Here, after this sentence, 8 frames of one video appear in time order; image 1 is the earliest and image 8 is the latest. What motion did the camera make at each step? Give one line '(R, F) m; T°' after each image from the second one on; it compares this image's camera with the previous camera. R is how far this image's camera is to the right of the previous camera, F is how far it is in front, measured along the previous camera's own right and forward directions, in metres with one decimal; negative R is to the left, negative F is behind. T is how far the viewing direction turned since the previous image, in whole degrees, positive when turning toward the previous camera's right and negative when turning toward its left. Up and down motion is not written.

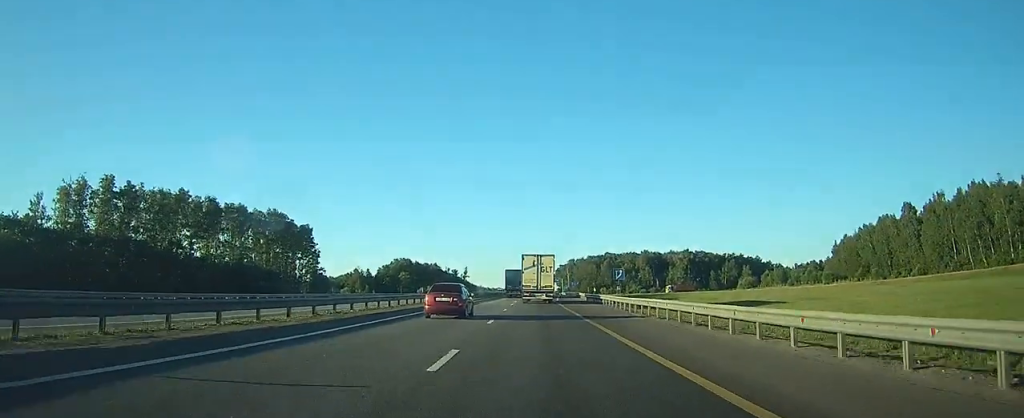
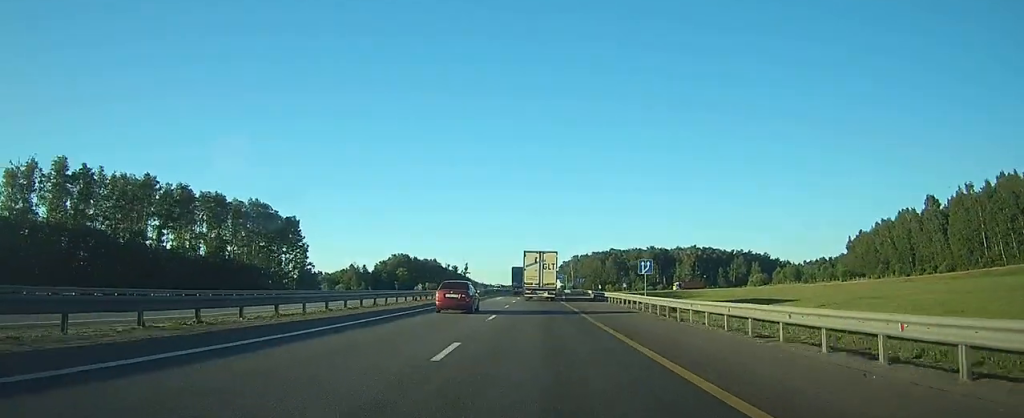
(0.0, +11.4) m; 0°
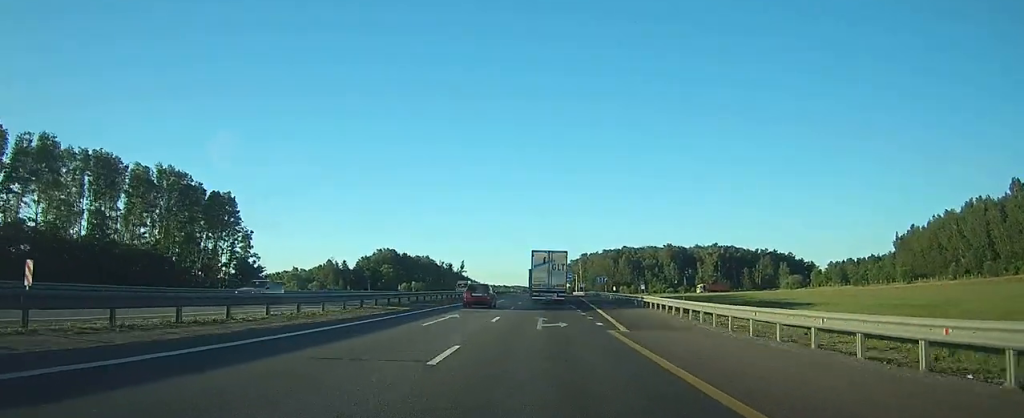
(-0.2, +36.8) m; 0°
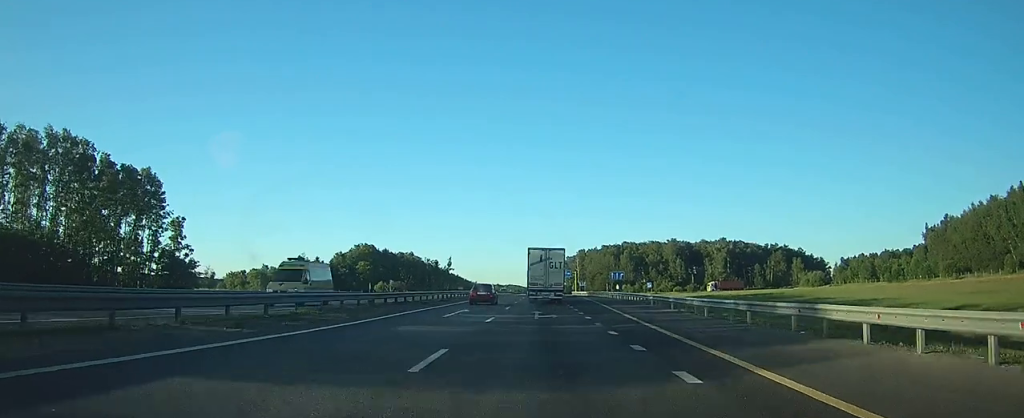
(0.0, +25.2) m; 0°
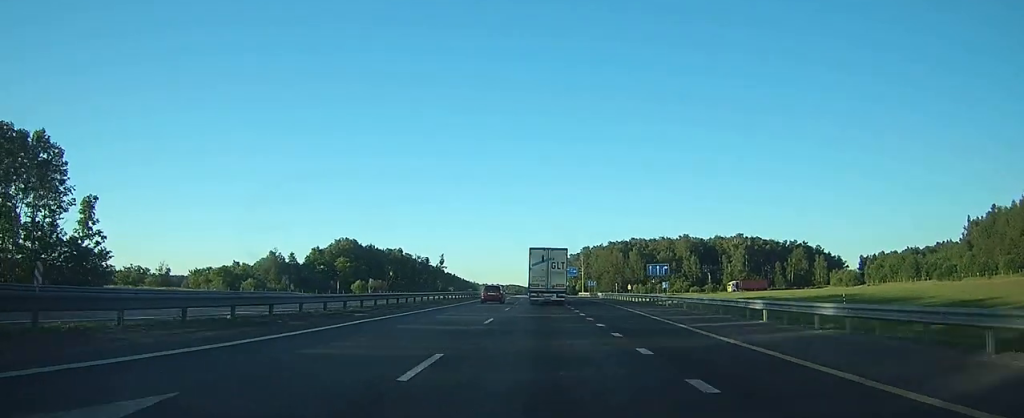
(0.0, +25.0) m; 0°
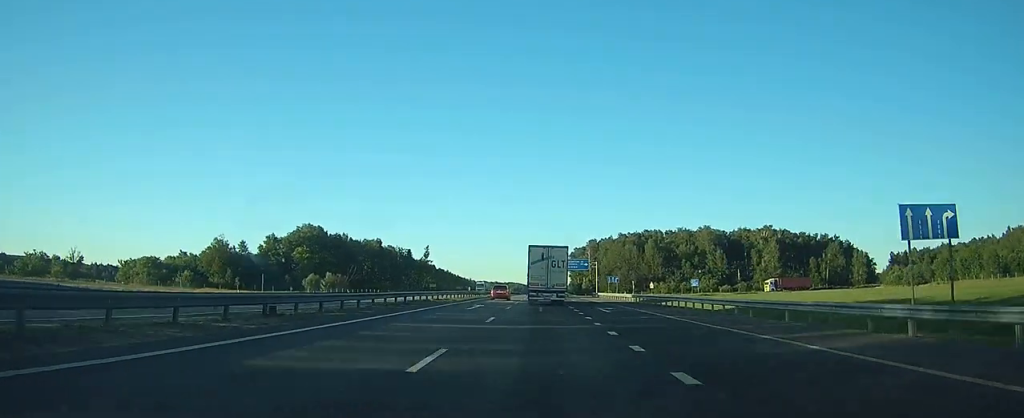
(+0.1, +35.6) m; 0°
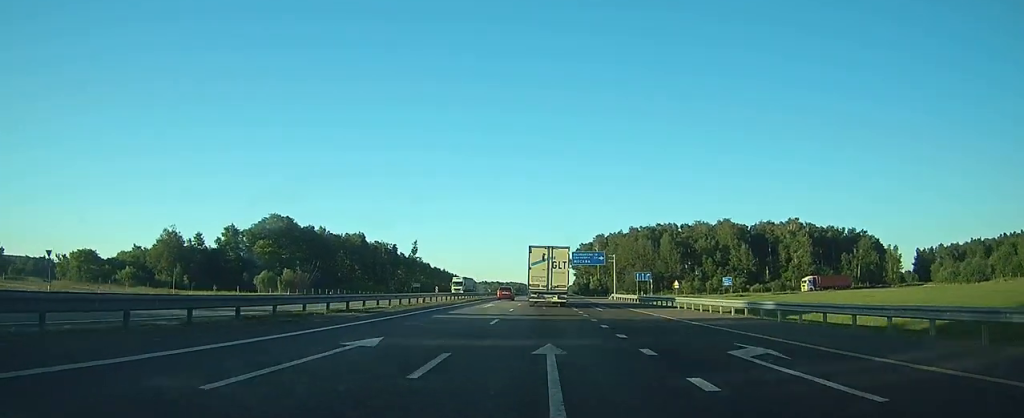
(-0.1, +24.6) m; 0°
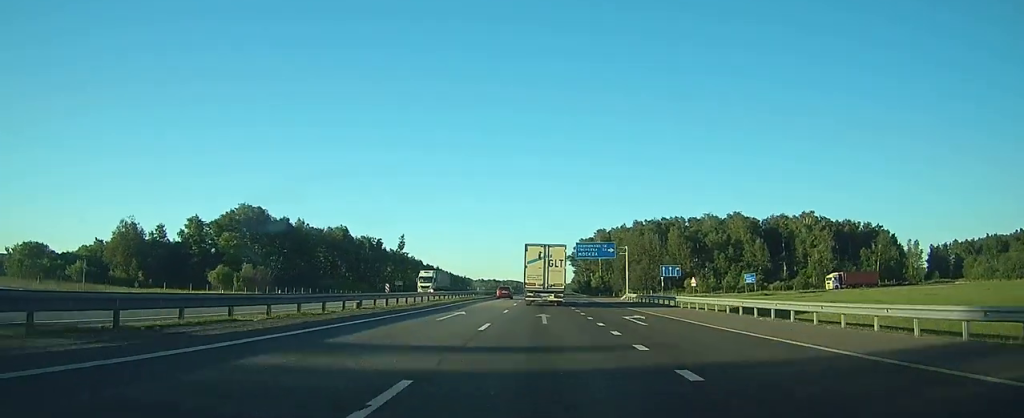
(0.0, +15.4) m; 0°
